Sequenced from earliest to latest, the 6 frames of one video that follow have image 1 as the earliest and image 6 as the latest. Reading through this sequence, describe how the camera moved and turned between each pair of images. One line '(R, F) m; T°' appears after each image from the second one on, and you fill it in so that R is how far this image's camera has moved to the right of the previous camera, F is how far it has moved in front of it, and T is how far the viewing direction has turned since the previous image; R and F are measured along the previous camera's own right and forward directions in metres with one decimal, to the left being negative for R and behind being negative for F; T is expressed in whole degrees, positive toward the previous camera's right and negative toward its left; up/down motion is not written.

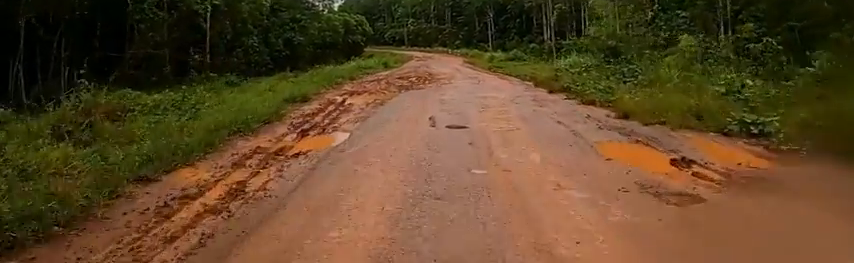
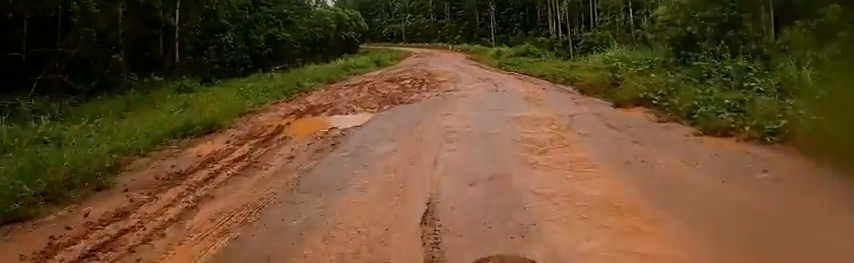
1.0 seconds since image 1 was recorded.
(0.0, +5.4) m; 0°
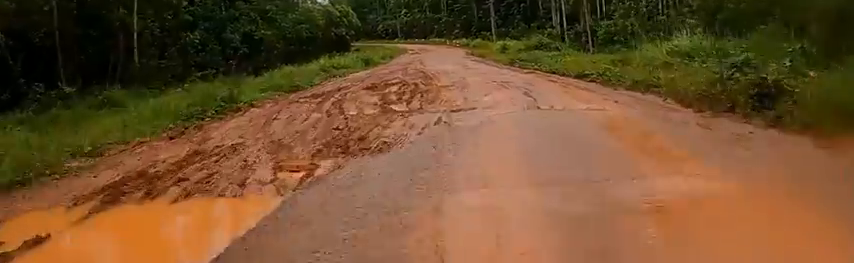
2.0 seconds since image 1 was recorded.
(0.0, +5.0) m; 0°
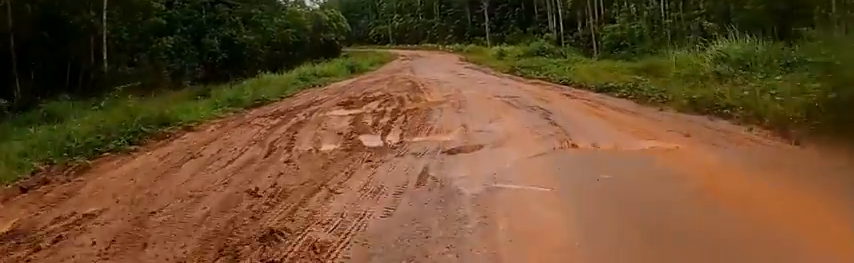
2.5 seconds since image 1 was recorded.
(0.0, +2.4) m; 0°
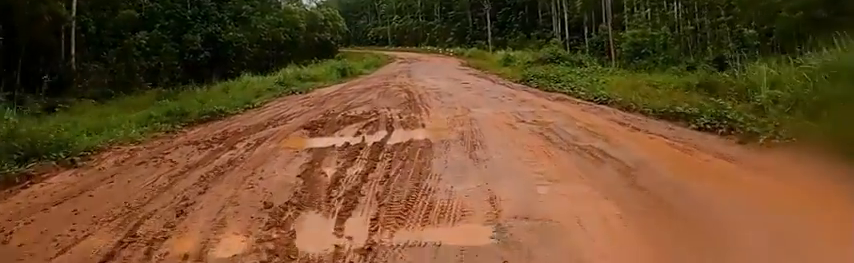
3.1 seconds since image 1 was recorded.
(0.0, +2.8) m; 0°
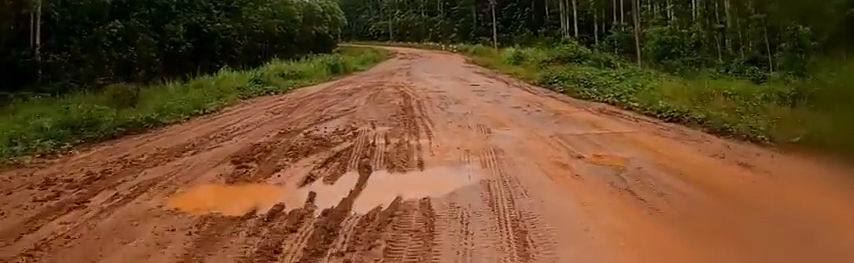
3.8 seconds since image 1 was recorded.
(0.0, +3.1) m; 0°
